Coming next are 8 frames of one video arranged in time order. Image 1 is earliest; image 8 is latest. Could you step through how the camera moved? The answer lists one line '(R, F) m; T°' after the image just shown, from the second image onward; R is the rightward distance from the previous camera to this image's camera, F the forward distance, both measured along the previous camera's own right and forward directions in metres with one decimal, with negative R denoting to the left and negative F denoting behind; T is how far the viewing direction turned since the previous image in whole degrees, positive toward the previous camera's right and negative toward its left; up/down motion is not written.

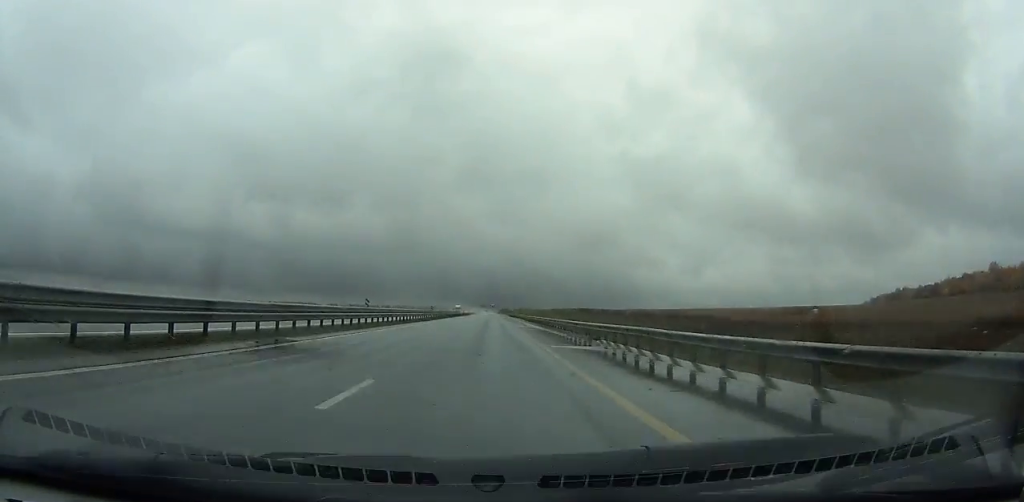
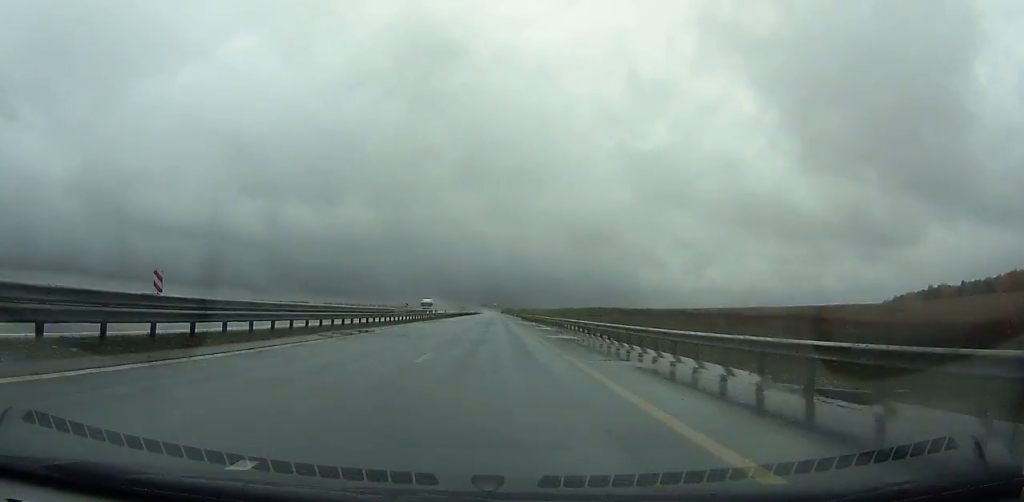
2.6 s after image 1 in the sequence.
(-0.1, +65.4) m; 0°
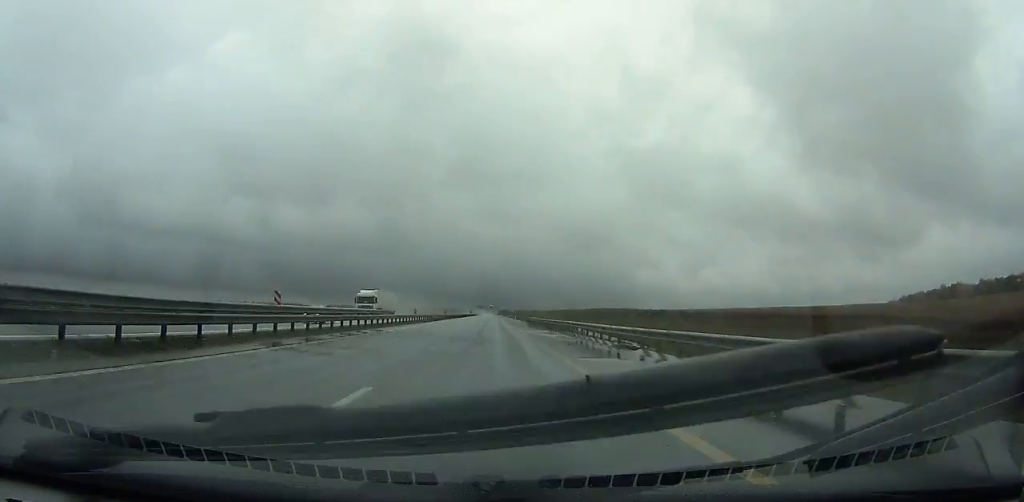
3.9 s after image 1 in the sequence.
(0.0, +32.5) m; 0°
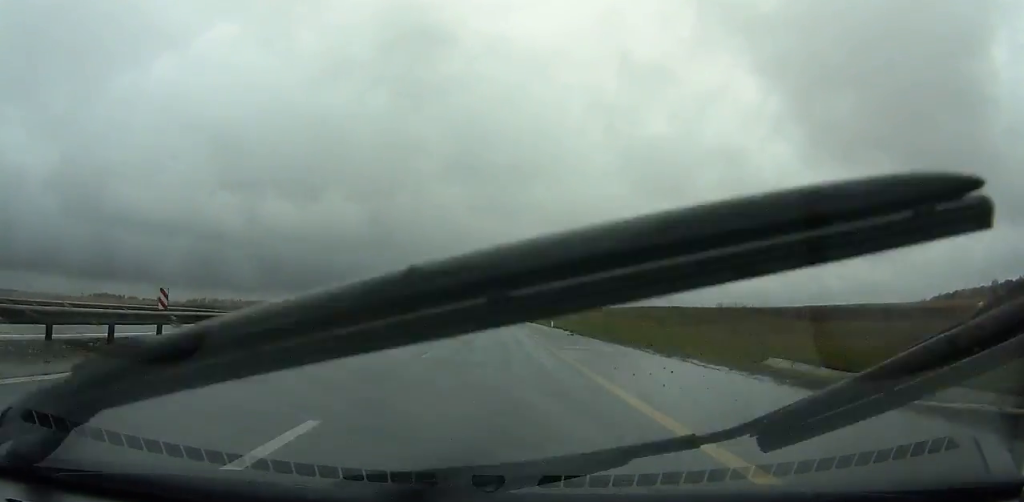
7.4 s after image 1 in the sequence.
(0.0, +87.3) m; 0°
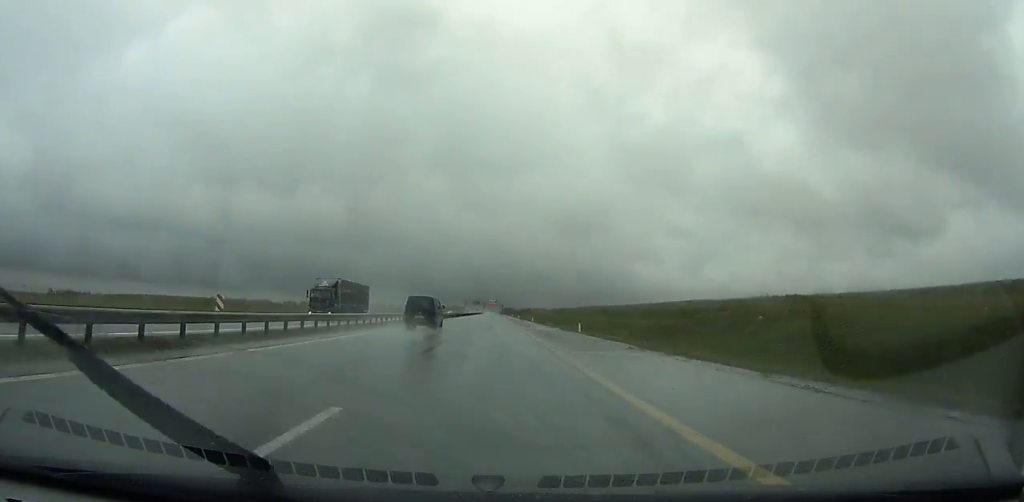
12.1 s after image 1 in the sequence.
(-0.4, +118.4) m; 0°
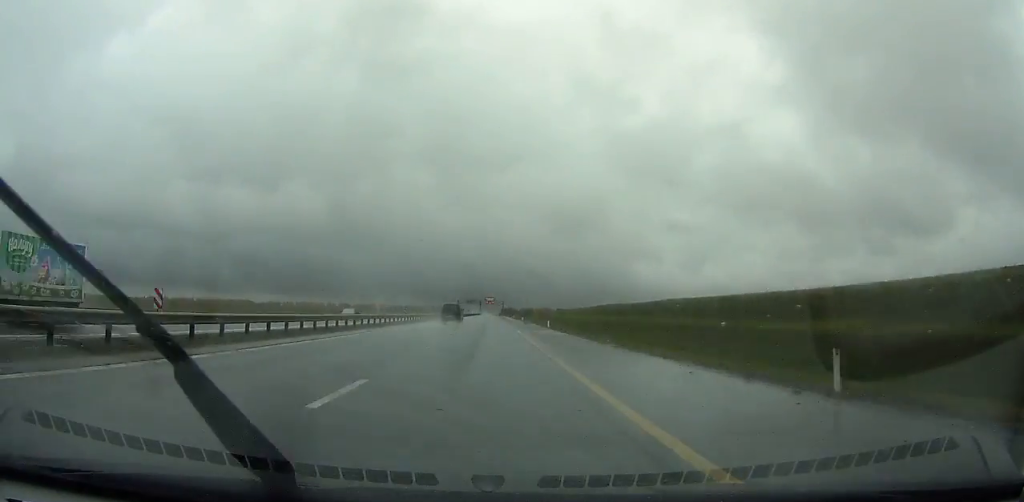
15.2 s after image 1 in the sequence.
(+0.3, +79.3) m; 0°
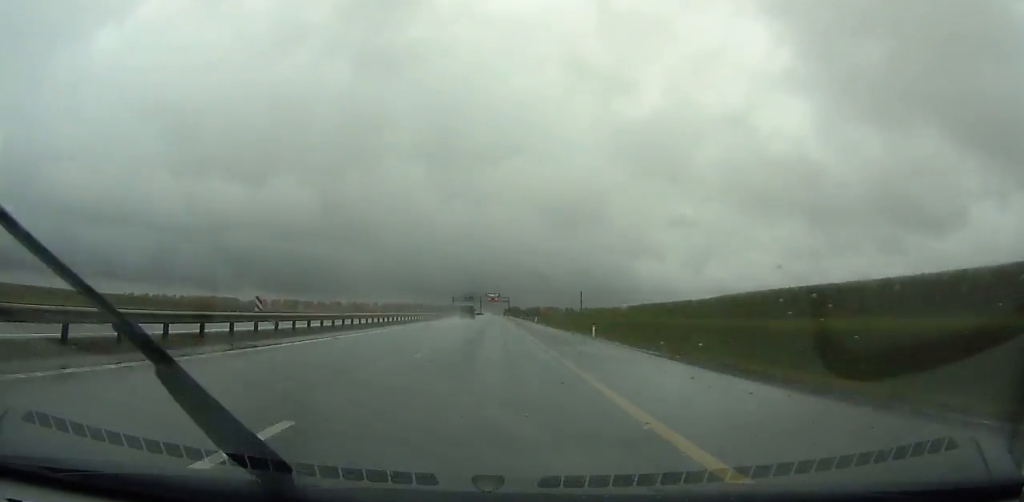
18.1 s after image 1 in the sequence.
(-0.4, +74.8) m; 0°
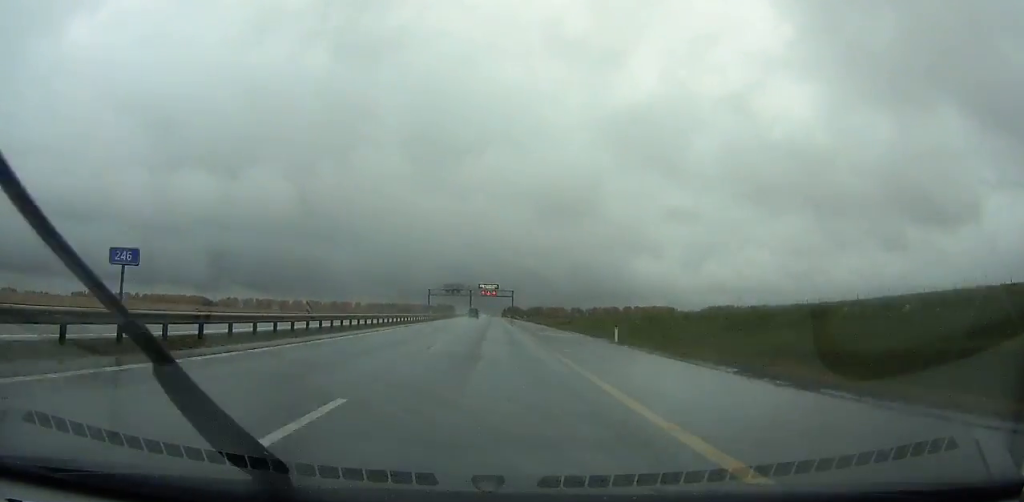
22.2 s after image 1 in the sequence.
(+0.3, +106.5) m; 0°
